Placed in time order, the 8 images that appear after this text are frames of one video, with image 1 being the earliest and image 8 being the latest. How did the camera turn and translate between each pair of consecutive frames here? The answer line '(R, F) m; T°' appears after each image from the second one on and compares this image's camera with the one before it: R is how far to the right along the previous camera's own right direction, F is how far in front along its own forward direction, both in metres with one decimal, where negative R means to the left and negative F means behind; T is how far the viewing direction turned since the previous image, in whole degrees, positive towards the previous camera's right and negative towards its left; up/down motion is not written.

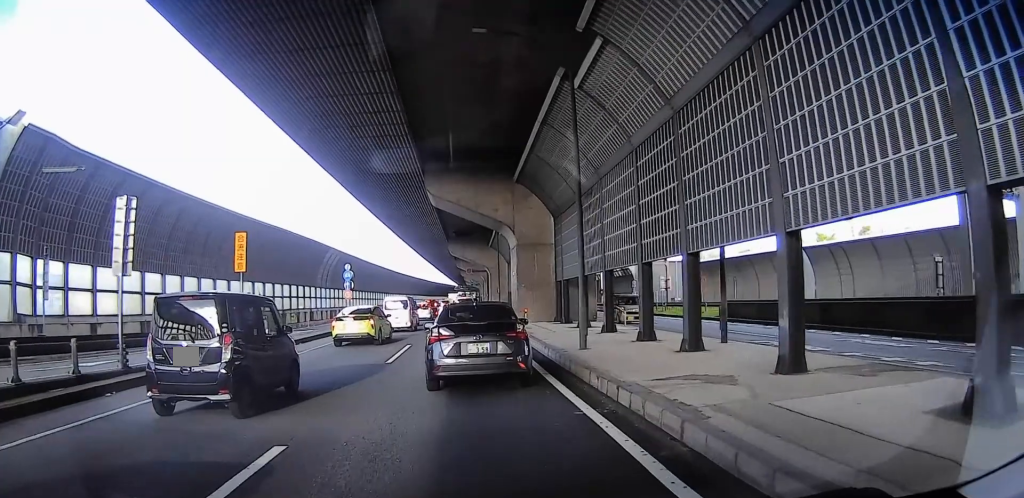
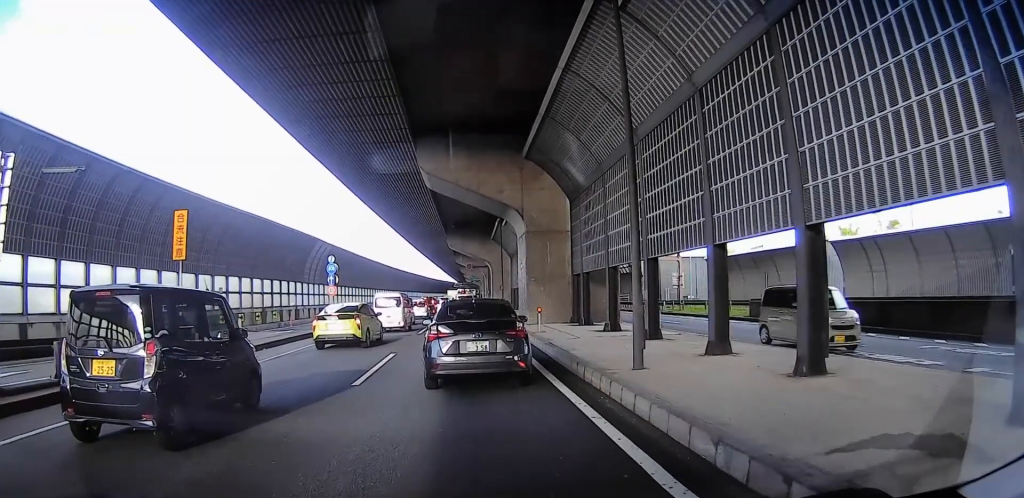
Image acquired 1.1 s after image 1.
(0.0, +4.0) m; 0°
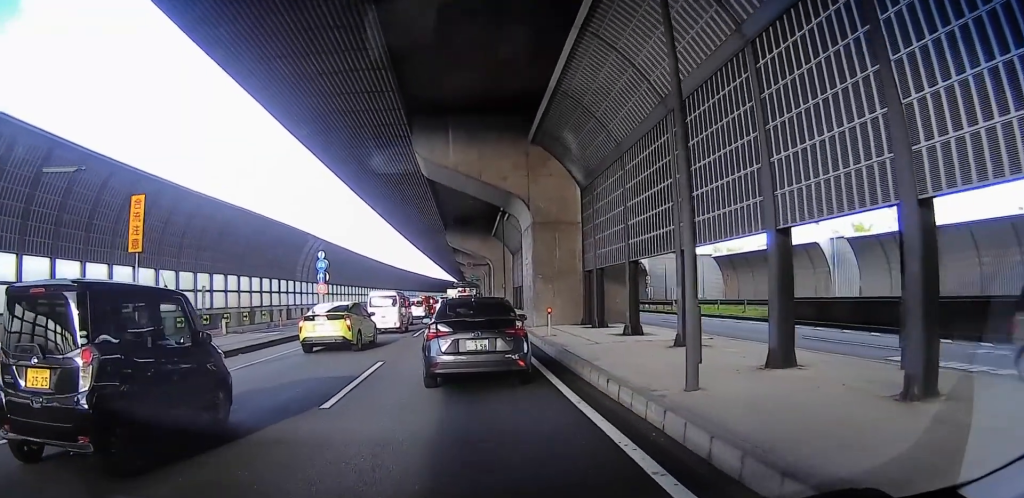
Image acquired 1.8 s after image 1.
(0.0, +2.4) m; 0°
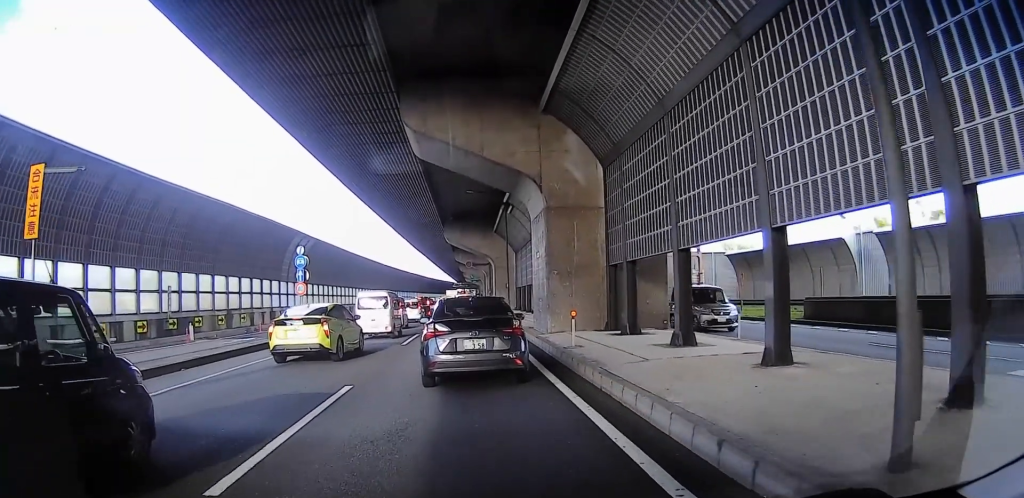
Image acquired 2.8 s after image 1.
(0.0, +3.8) m; 0°
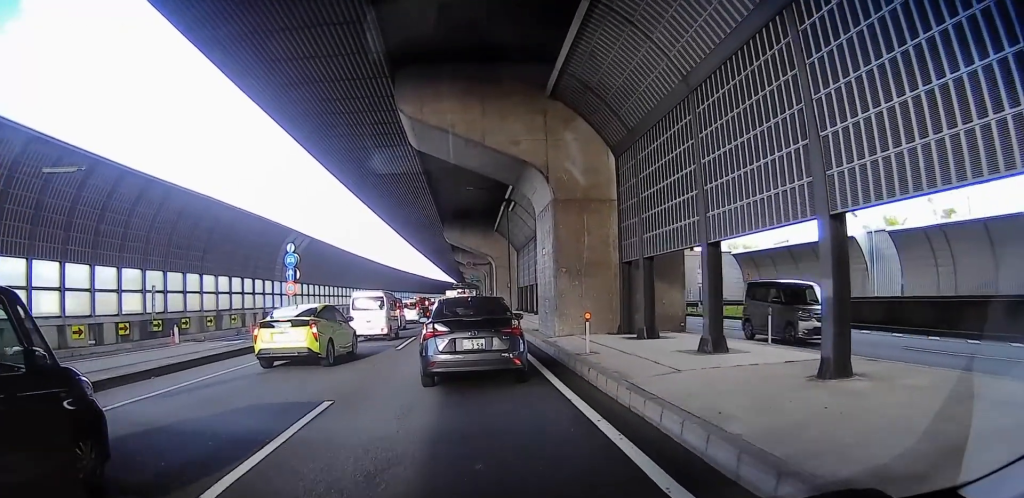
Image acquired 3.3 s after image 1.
(0.0, +1.5) m; 0°
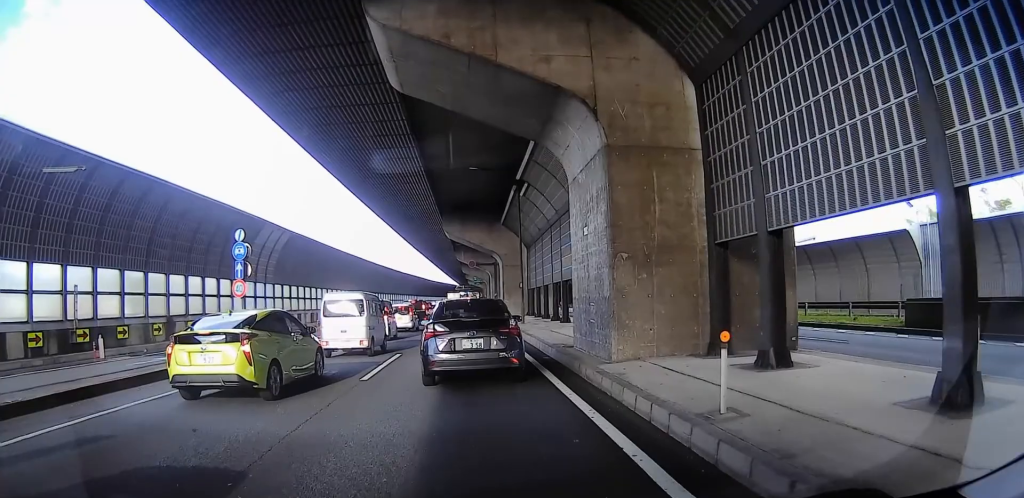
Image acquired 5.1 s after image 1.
(0.0, +5.4) m; 0°
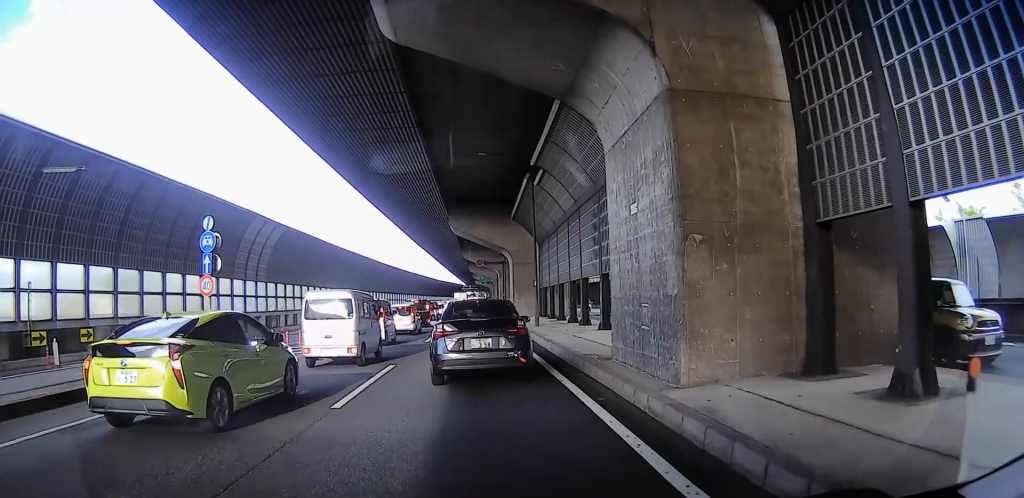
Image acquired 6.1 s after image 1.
(0.0, +2.6) m; 0°
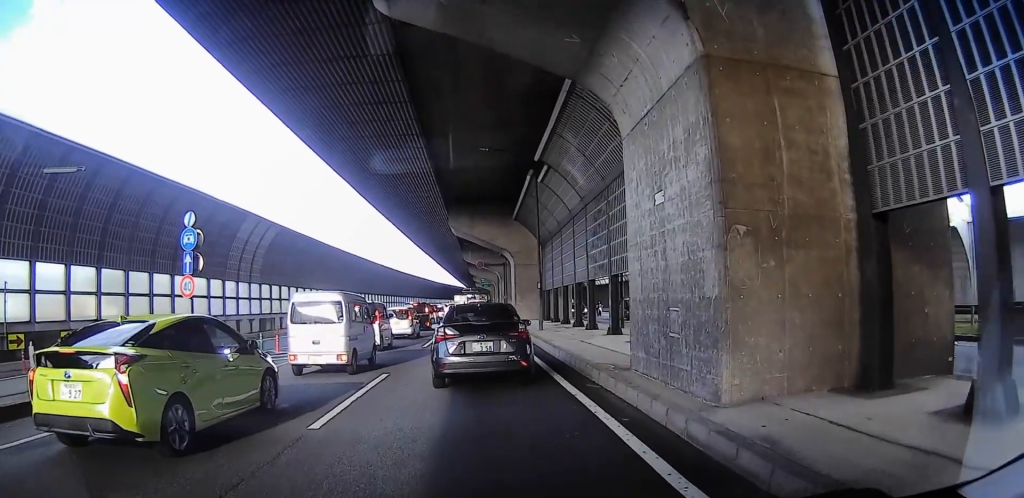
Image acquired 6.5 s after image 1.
(0.0, +1.0) m; 0°
